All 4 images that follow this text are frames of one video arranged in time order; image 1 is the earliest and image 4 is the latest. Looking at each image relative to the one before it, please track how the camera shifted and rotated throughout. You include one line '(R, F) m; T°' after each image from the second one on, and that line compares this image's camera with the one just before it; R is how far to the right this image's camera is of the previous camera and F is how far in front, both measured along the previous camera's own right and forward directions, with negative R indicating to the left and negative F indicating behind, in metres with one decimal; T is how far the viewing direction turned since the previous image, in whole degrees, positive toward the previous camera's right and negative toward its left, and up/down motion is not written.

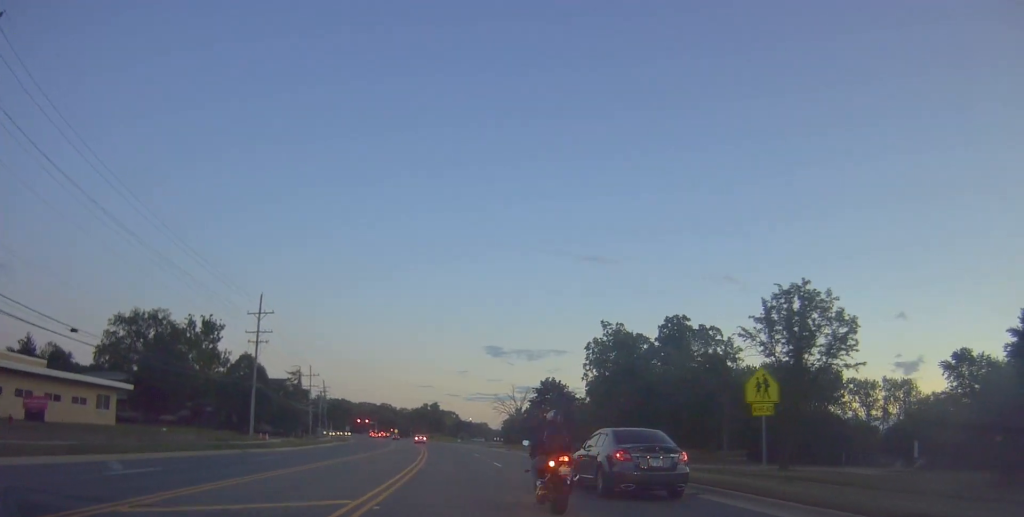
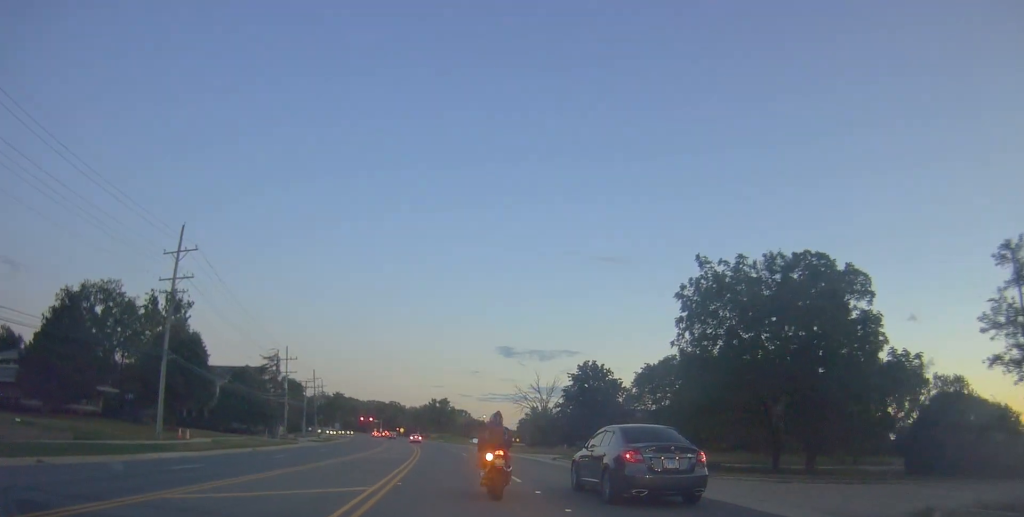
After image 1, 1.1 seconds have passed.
(-0.5, +20.1) m; -2°
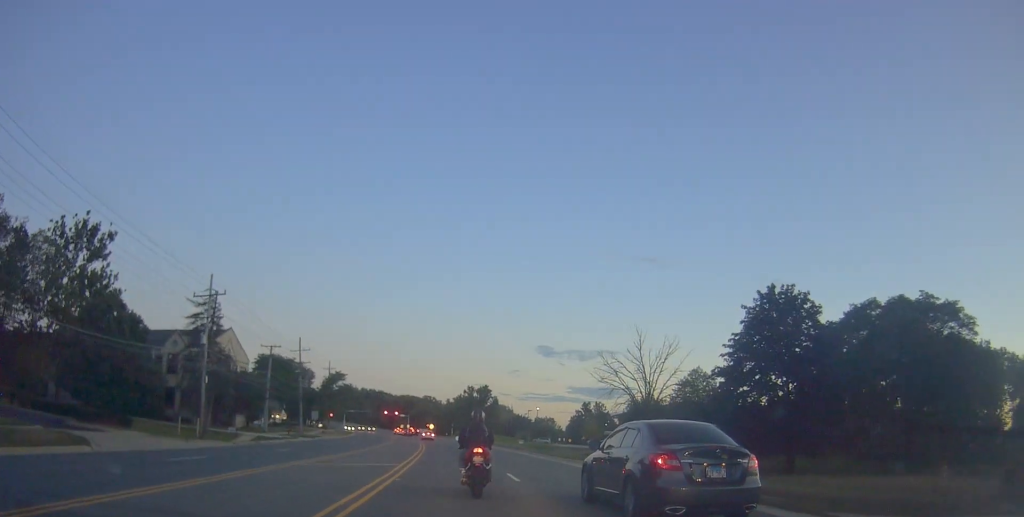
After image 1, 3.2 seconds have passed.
(0.0, +37.5) m; -1°
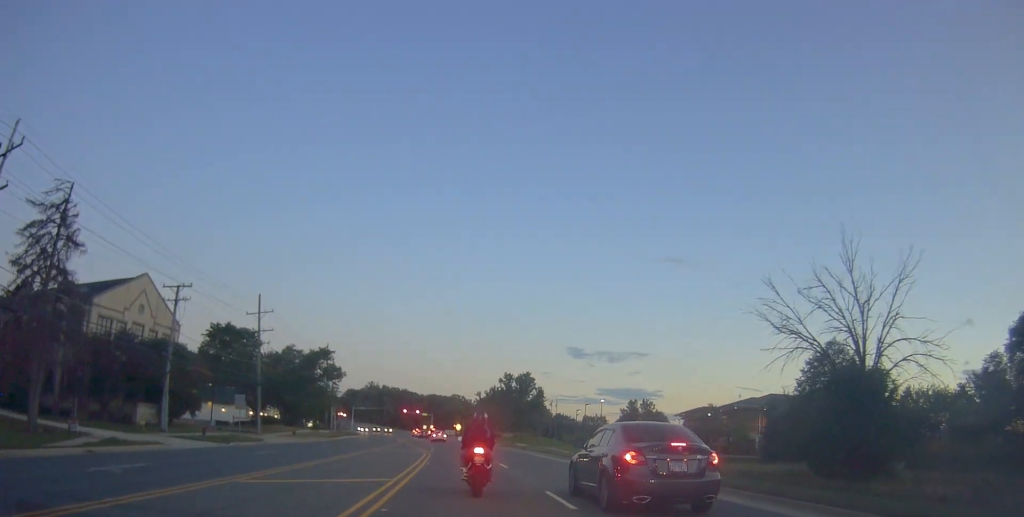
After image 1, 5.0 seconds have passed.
(-1.4, +31.8) m; -5°
